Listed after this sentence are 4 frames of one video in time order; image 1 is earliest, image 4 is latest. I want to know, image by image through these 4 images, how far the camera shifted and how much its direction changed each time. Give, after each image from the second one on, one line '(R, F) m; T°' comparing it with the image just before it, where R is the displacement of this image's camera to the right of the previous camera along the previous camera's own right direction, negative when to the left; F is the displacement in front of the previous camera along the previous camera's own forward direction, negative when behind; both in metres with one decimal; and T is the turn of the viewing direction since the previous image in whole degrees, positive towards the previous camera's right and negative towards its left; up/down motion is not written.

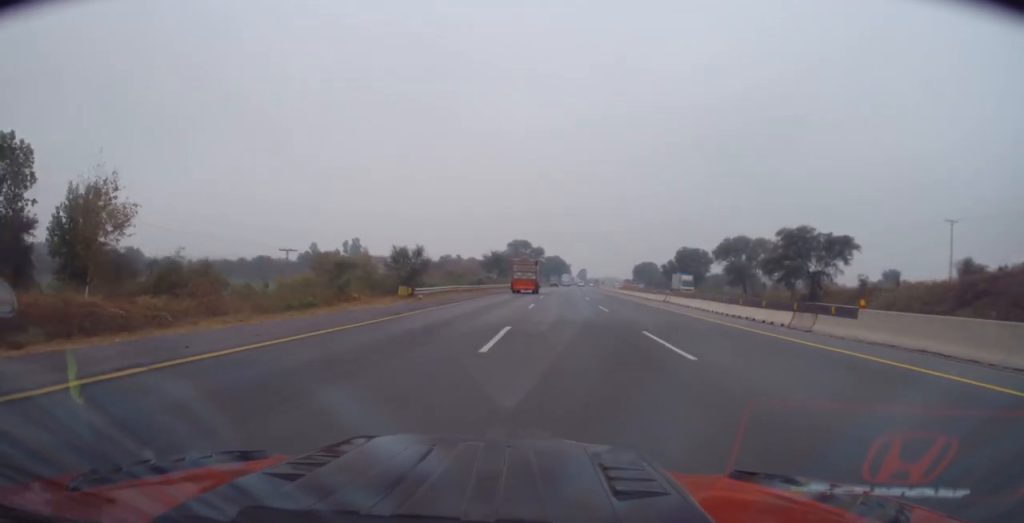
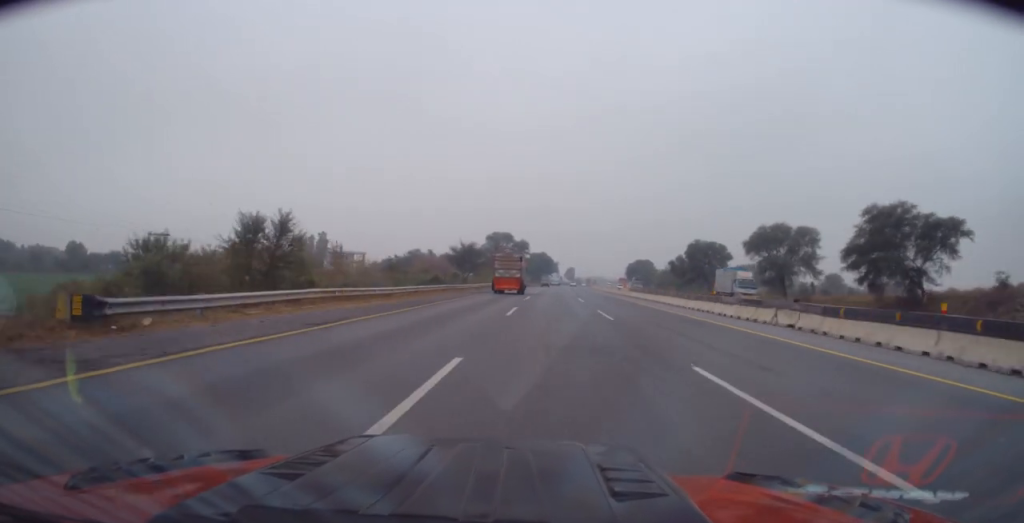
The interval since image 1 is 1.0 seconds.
(+0.2, +25.3) m; +1°
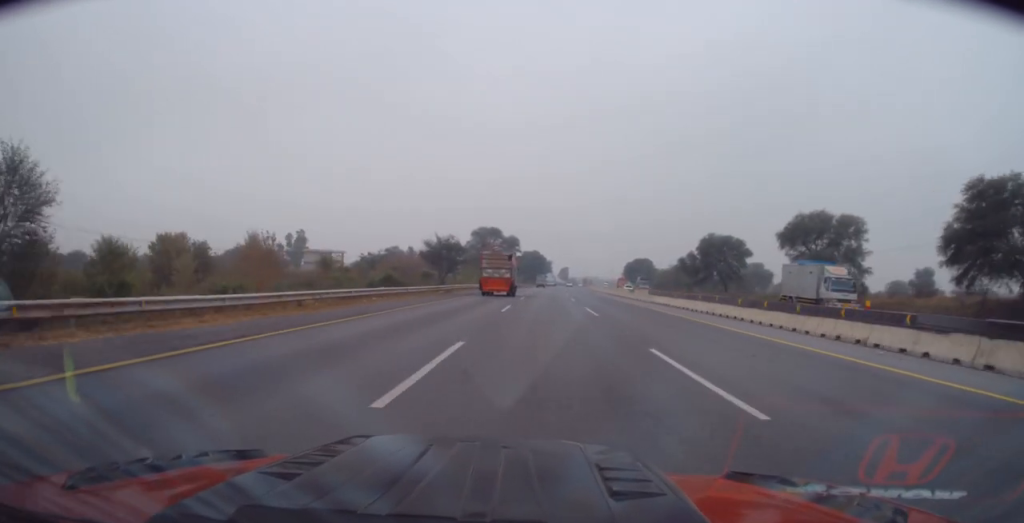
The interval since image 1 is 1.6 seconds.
(+0.1, +15.7) m; +1°
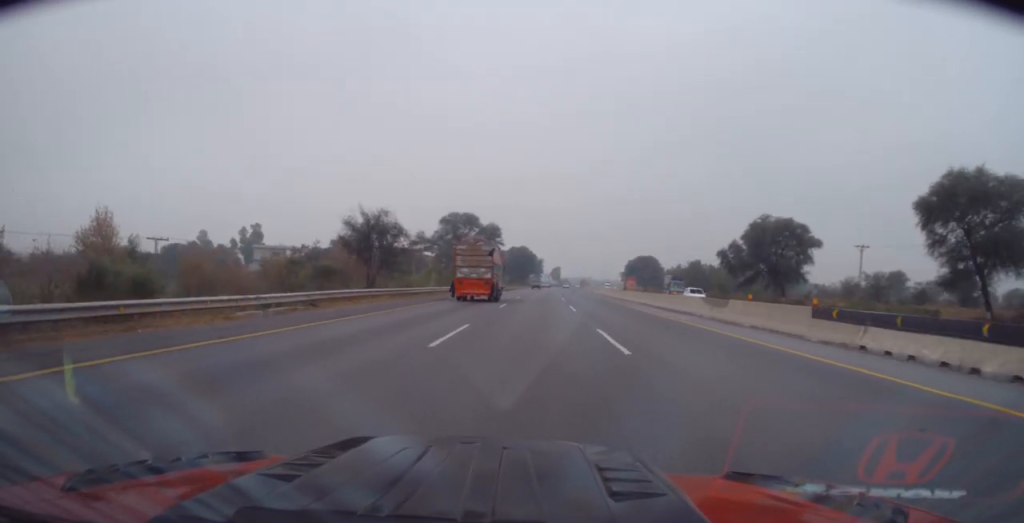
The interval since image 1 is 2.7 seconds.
(+0.1, +30.5) m; 0°
